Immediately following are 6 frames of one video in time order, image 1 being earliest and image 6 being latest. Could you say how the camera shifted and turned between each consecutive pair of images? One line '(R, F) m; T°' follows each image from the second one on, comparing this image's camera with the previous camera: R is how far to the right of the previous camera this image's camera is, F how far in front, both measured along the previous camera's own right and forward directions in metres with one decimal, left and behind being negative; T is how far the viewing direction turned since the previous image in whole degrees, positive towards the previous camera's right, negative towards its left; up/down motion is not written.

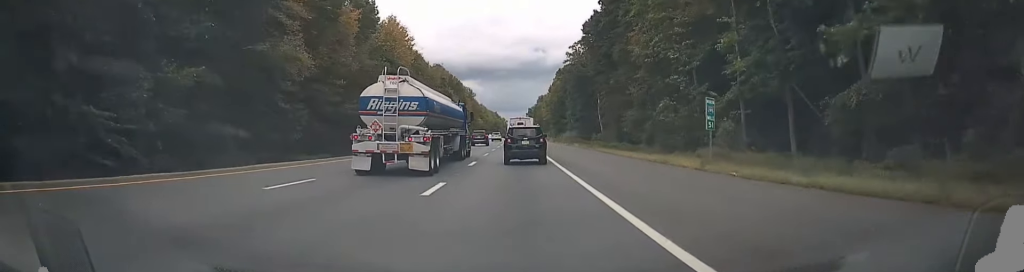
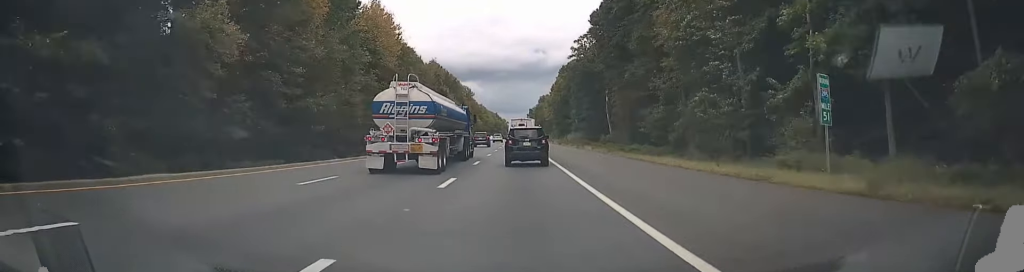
(+0.1, +9.8) m; 0°
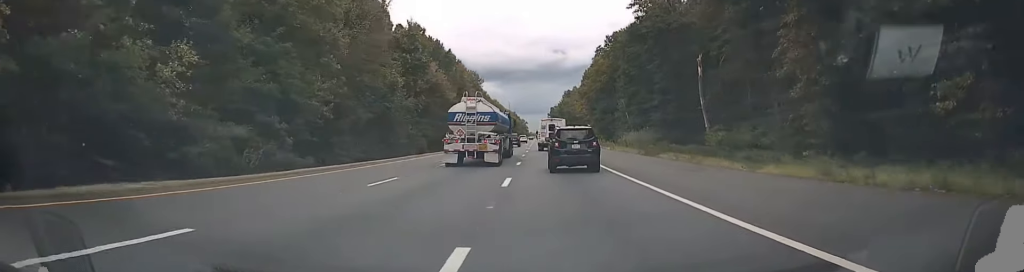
(-0.8, +46.3) m; -1°
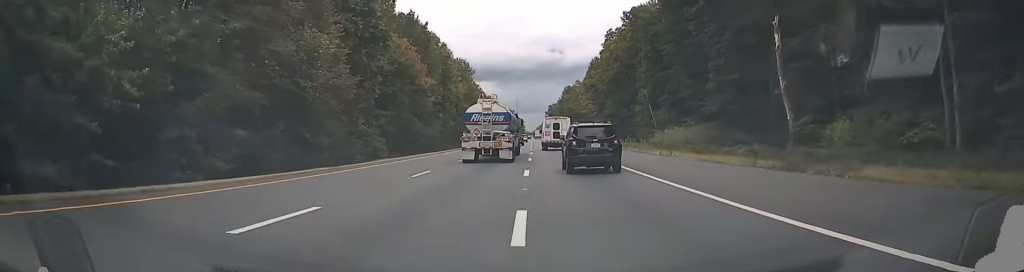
(0.0, +20.3) m; 0°
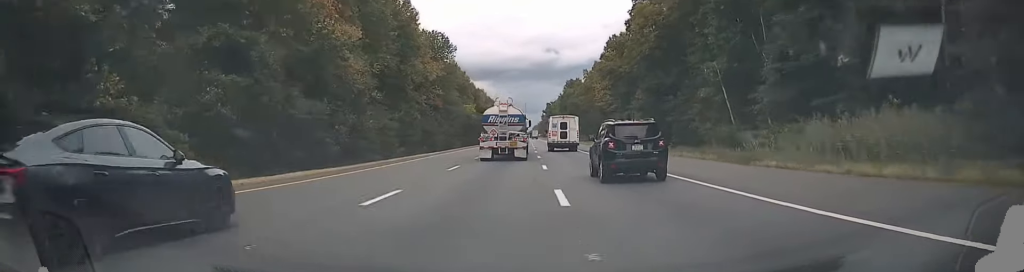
(-0.2, +31.3) m; 0°
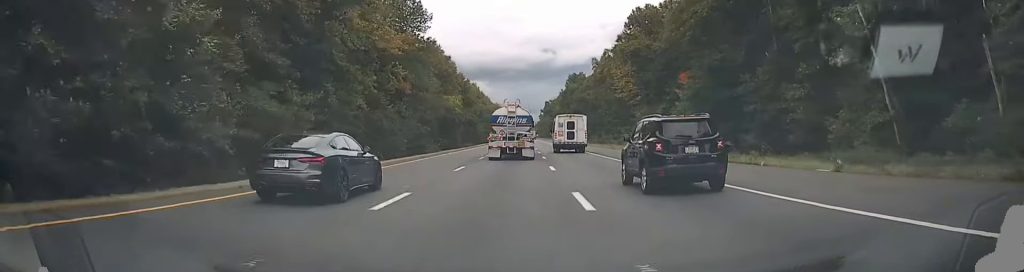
(0.0, +24.5) m; 0°
